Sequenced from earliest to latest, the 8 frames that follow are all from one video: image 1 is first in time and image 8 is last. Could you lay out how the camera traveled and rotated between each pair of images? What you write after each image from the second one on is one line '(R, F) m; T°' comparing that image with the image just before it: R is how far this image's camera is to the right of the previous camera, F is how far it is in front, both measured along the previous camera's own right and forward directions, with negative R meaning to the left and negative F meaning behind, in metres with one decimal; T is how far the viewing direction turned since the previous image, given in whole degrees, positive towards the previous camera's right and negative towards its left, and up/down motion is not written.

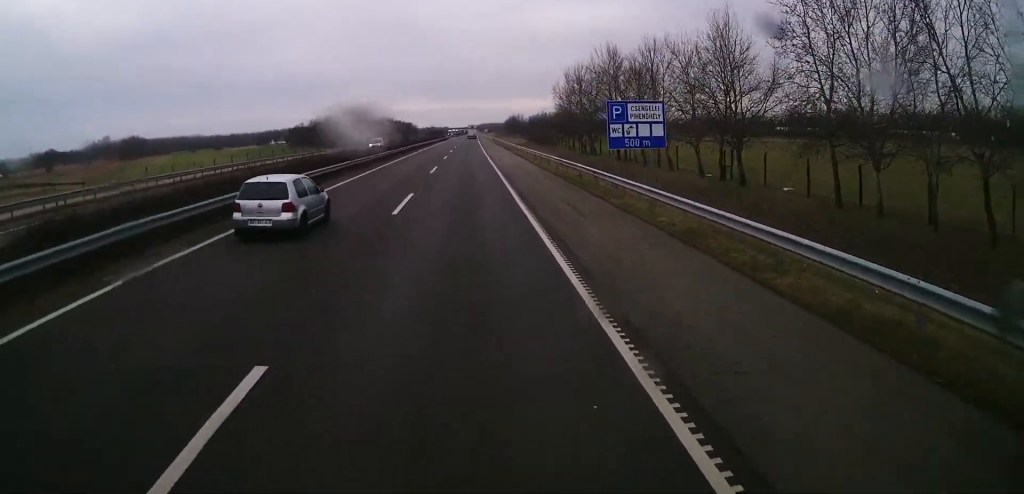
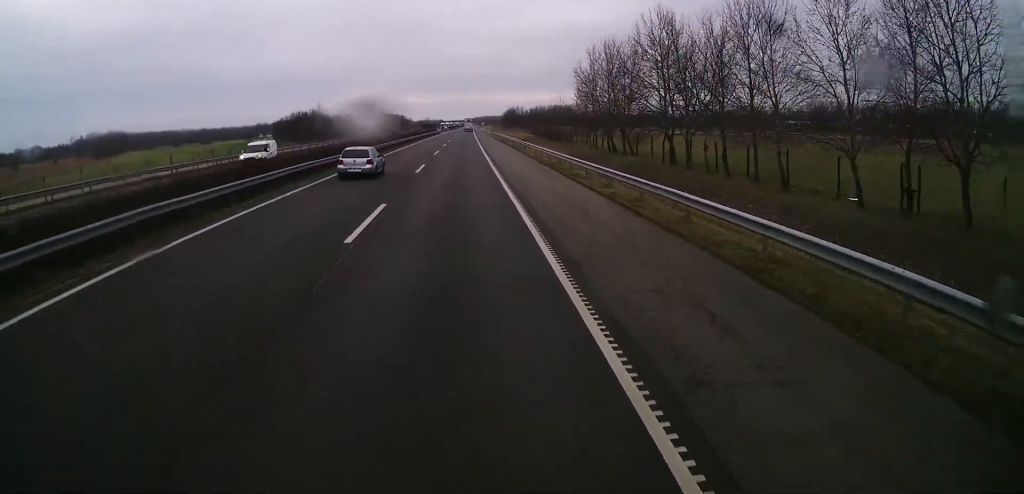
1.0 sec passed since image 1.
(+0.1, +23.9) m; 0°
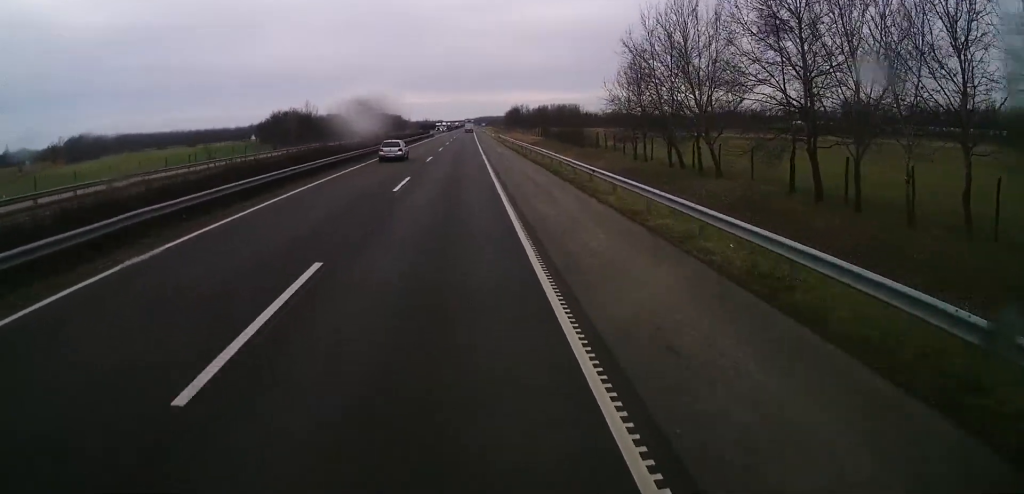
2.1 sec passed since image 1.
(-0.1, +25.4) m; 0°
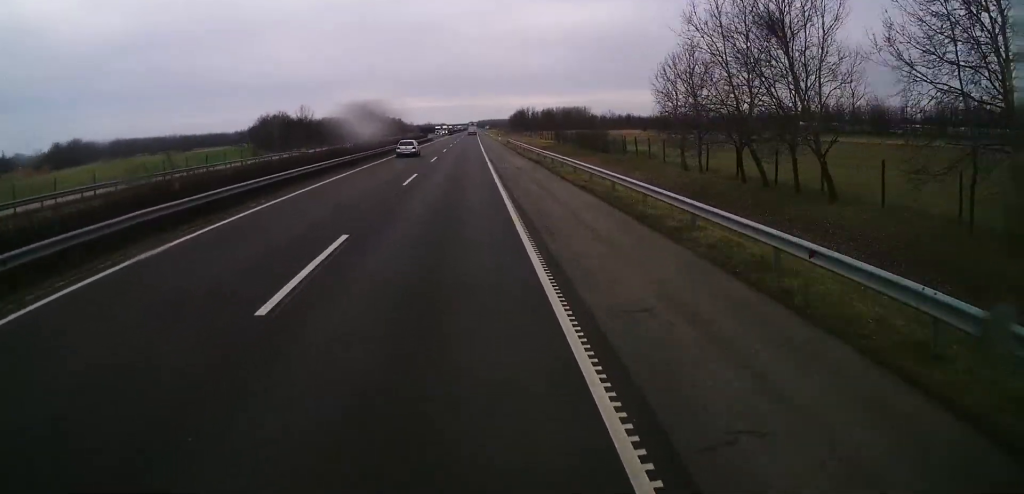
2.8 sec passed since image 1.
(0.0, +15.4) m; +1°
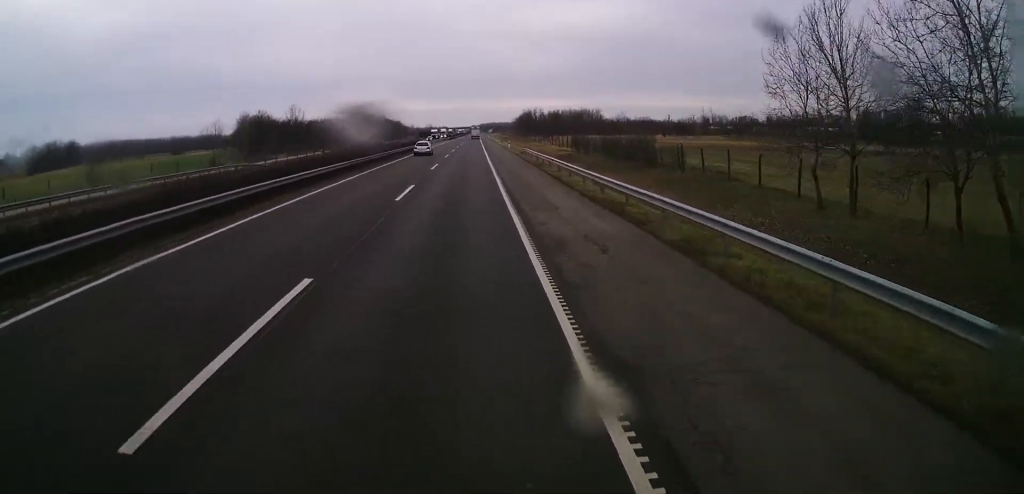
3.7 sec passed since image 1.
(+0.2, +21.5) m; +1°
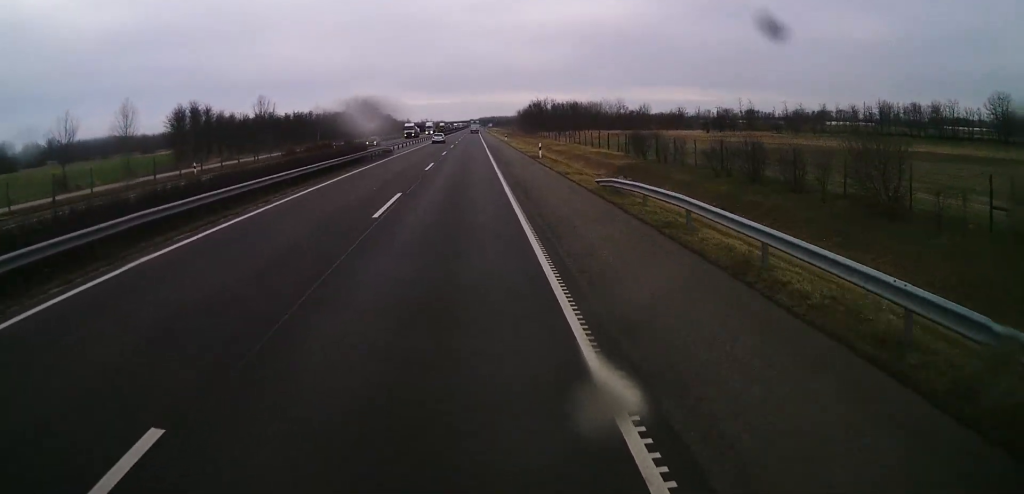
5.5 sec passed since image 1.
(-0.2, +41.6) m; -1°
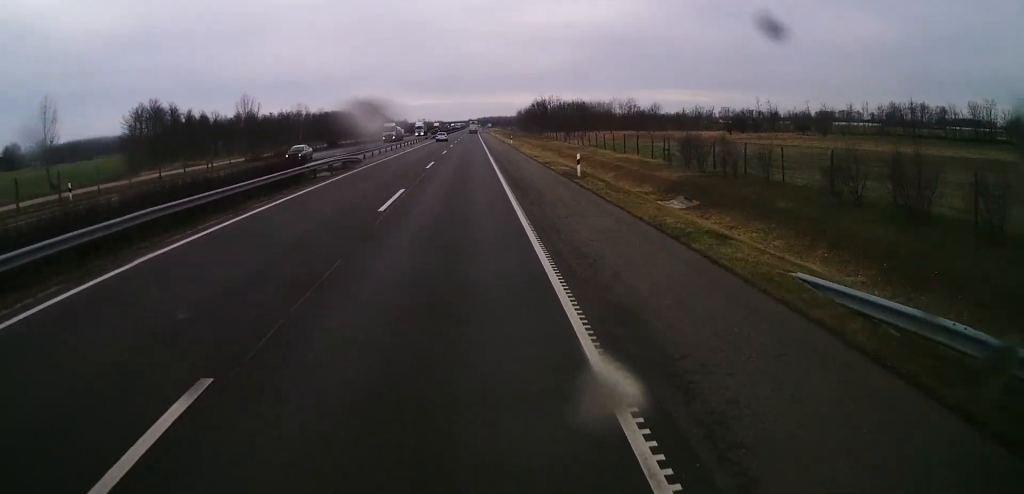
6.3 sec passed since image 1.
(-0.1, +16.9) m; 0°
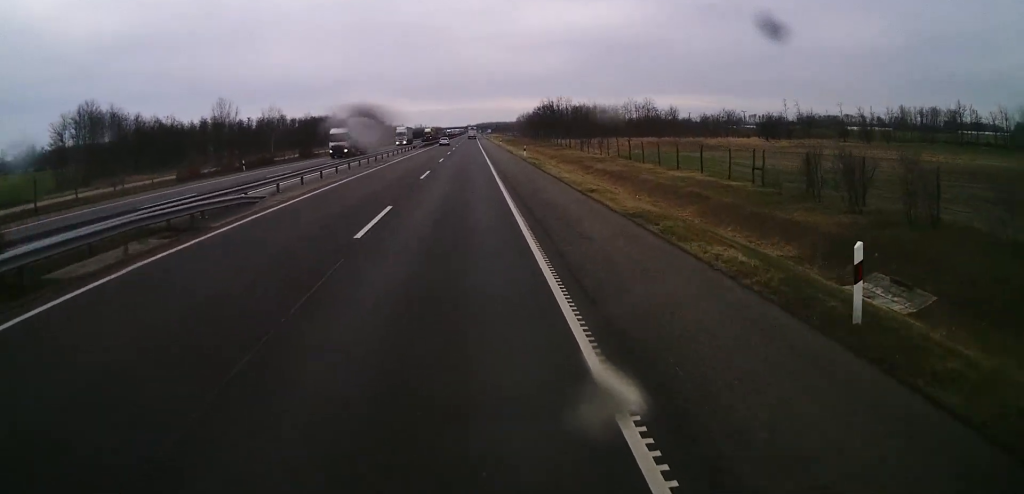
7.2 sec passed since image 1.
(+0.1, +21.6) m; +1°
